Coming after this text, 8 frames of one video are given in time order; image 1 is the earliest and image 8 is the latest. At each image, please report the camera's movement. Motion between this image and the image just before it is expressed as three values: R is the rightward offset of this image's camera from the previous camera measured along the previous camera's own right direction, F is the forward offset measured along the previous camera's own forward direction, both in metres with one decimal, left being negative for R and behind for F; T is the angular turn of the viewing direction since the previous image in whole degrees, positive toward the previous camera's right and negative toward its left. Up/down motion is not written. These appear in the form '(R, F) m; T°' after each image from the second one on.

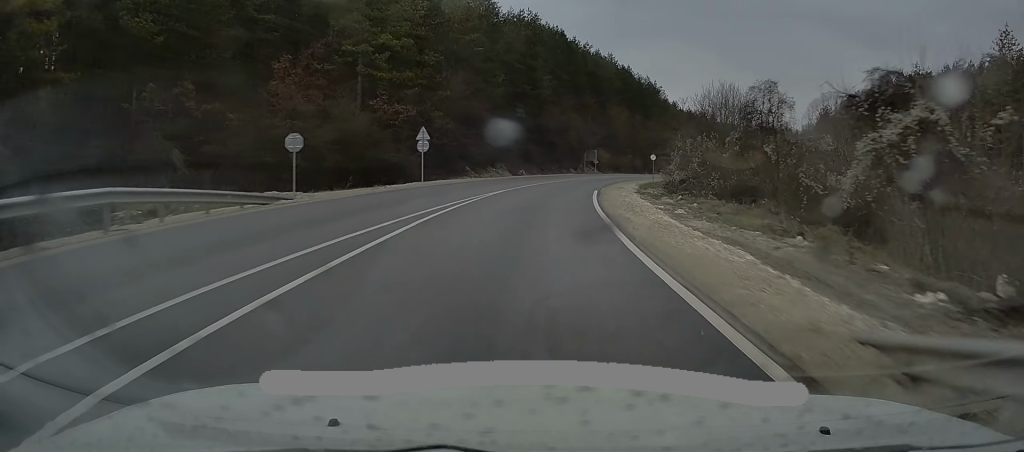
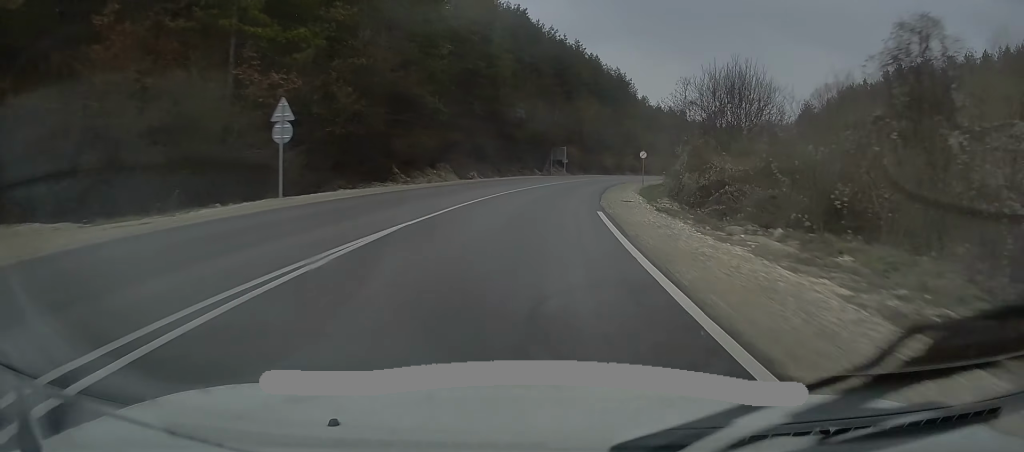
(+0.3, +16.8) m; +3°
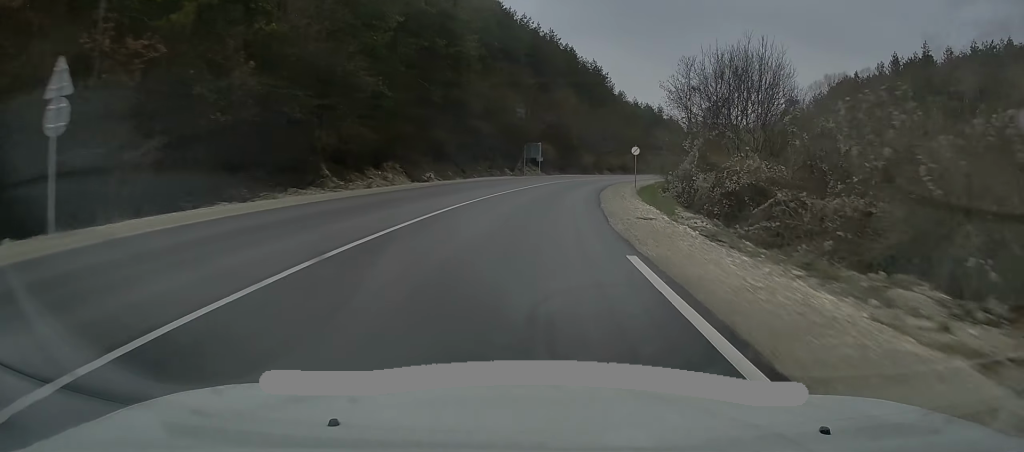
(+0.1, +9.7) m; +2°
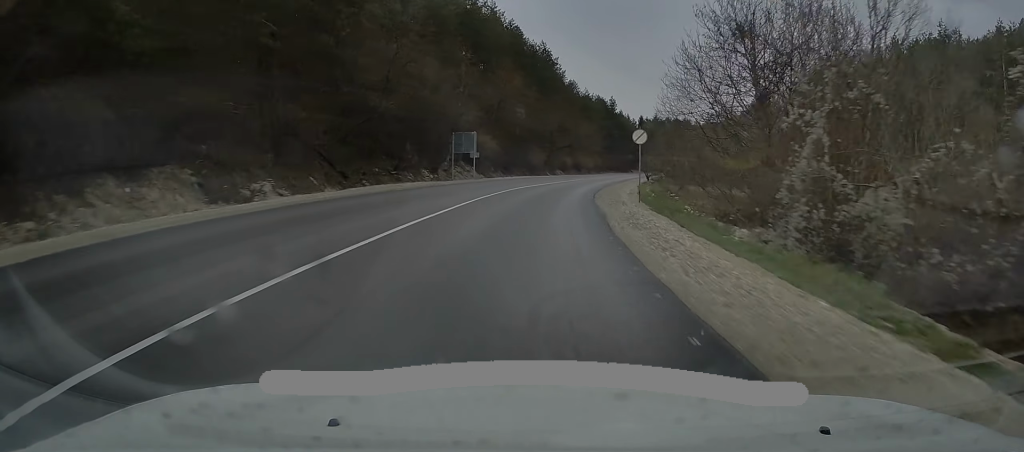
(+0.8, +21.0) m; +5°
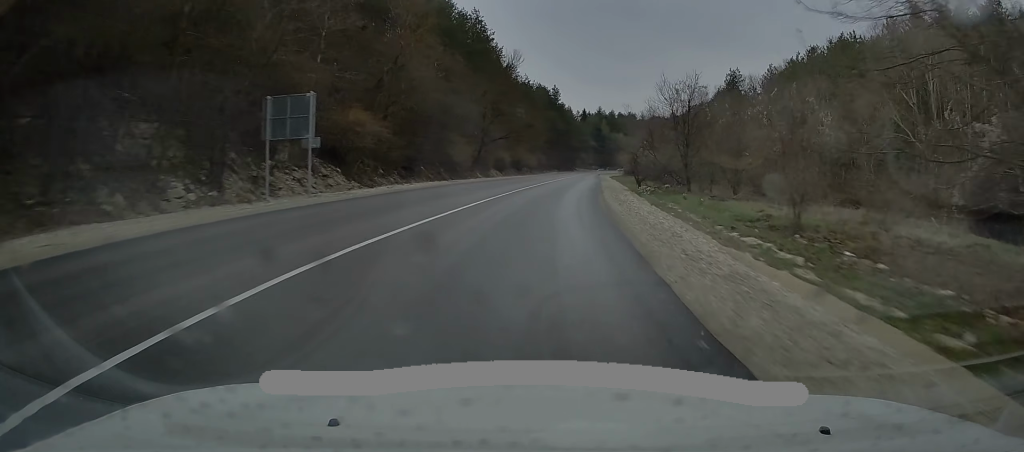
(+1.6, +26.1) m; +6°
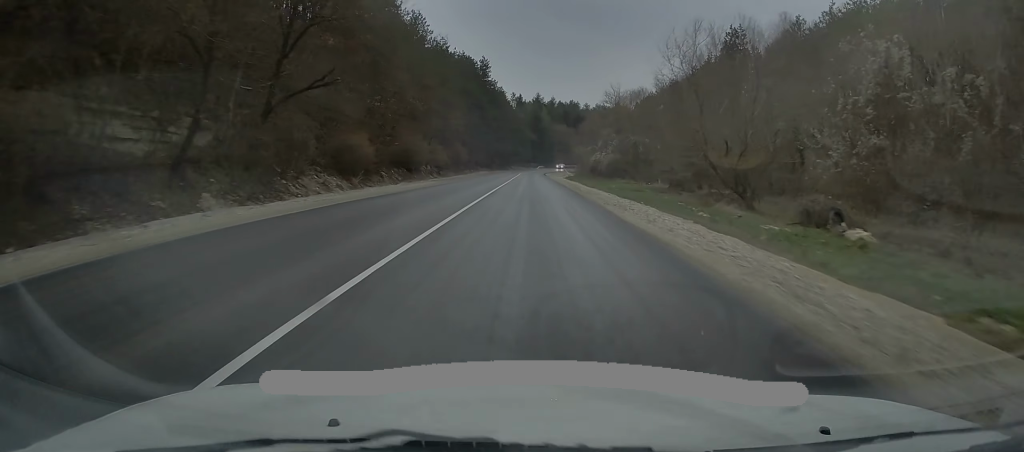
(+3.1, +45.2) m; +6°
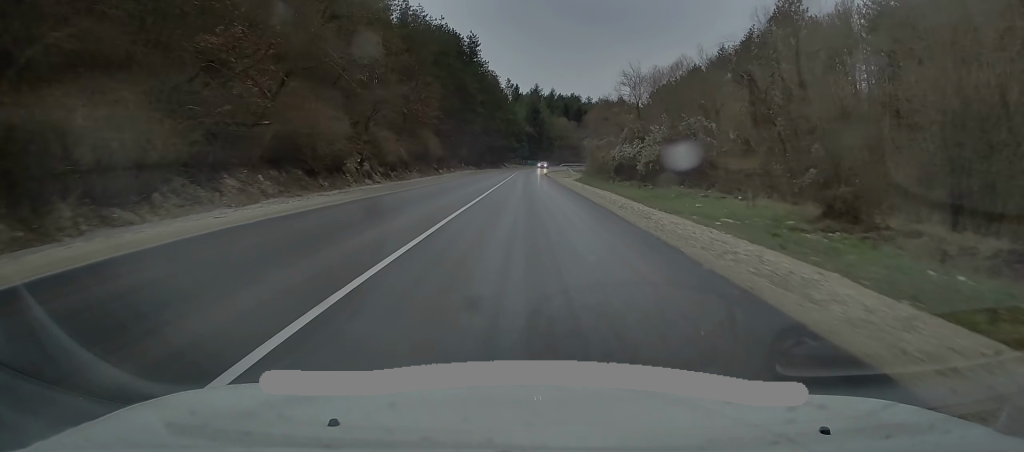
(+0.3, +24.5) m; +1°
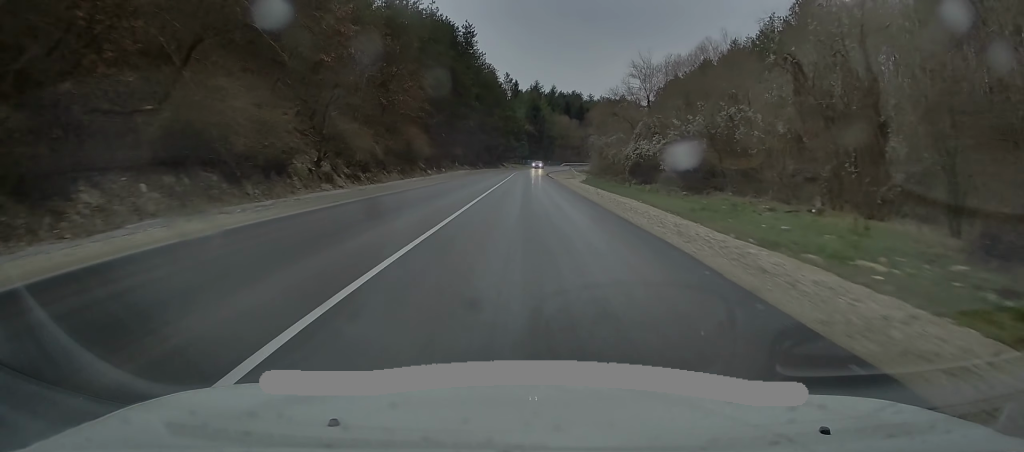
(0.0, +8.4) m; 0°
